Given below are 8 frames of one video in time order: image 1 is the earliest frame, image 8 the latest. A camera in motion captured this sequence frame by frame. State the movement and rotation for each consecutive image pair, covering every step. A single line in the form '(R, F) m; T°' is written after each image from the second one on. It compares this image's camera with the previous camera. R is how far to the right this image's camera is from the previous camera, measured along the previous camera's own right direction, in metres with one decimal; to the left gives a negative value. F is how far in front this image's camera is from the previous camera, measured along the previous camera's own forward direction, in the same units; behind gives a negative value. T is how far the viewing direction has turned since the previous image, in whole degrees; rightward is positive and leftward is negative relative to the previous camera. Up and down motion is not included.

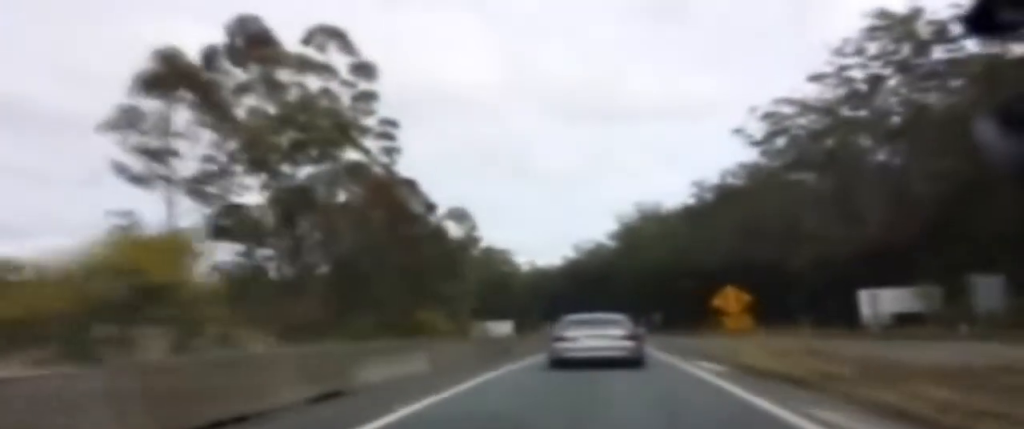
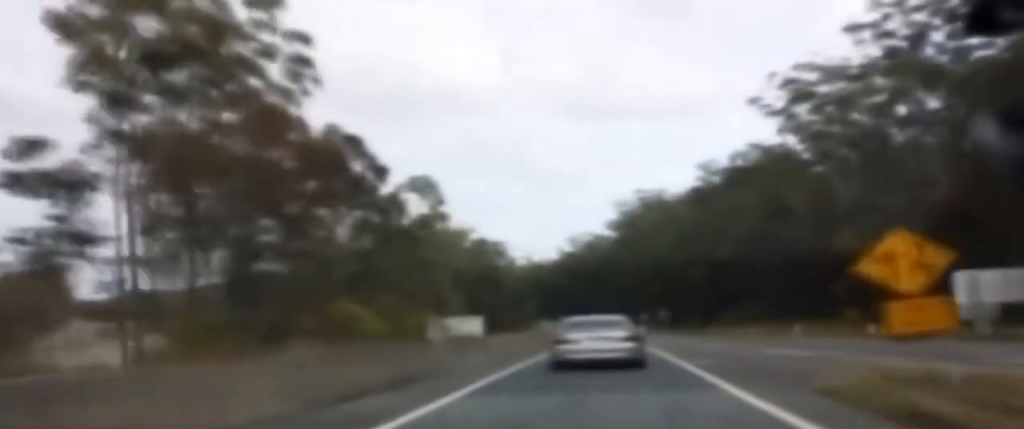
(-0.1, +14.8) m; 0°
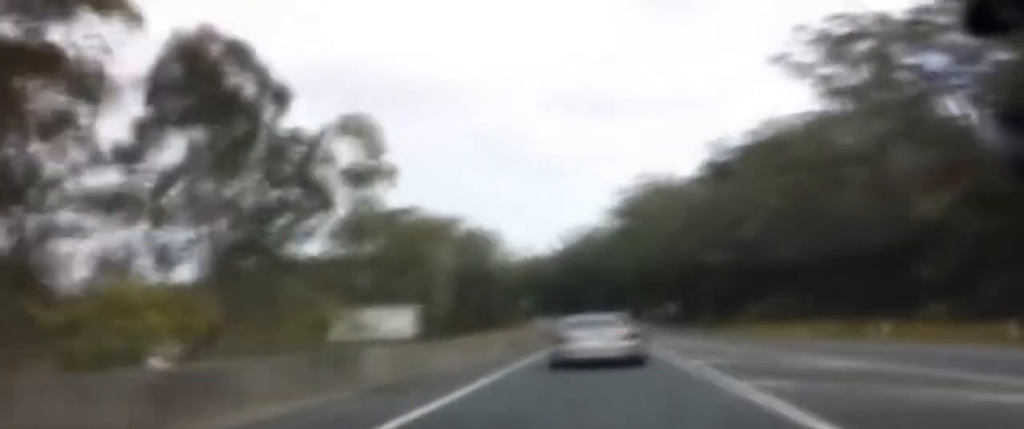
(+0.1, +16.5) m; 0°
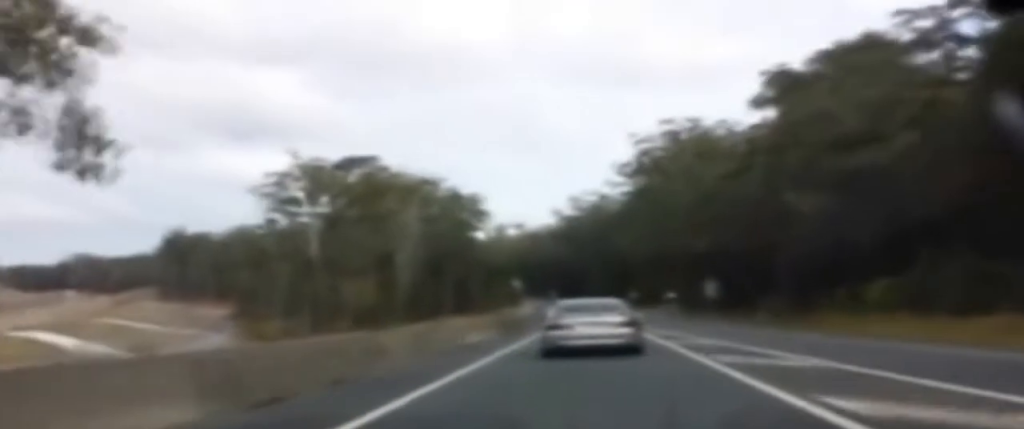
(-0.4, +28.5) m; -2°
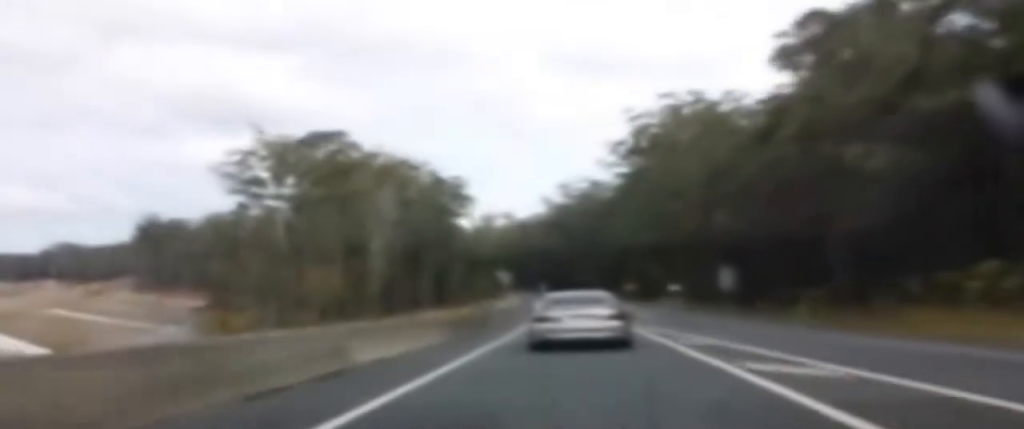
(0.0, +12.1) m; -1°
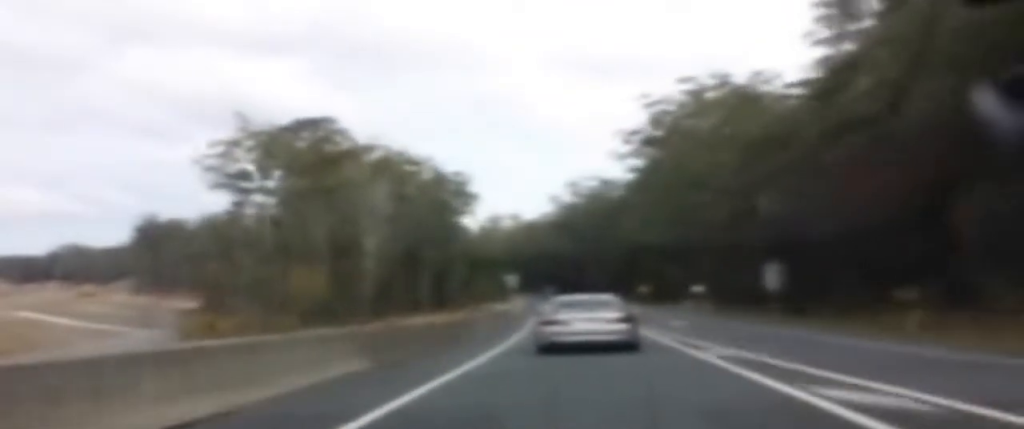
(-0.3, +12.1) m; 0°
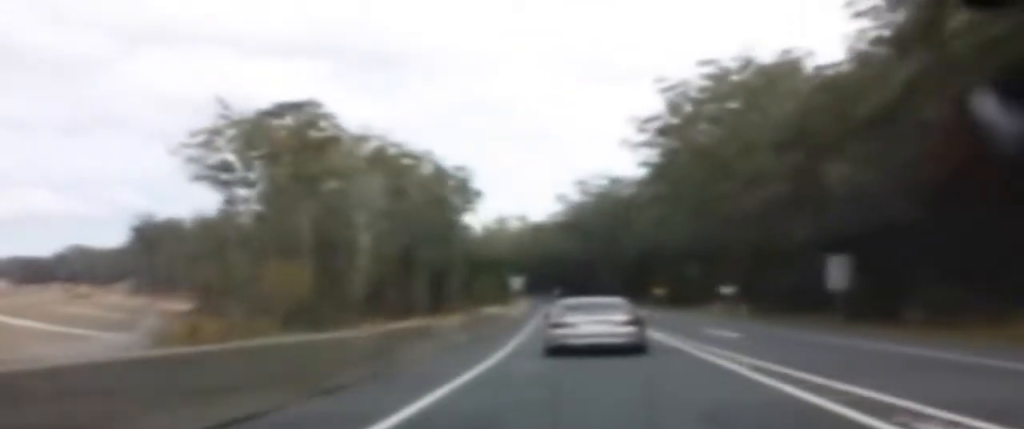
(+0.2, +11.0) m; 0°
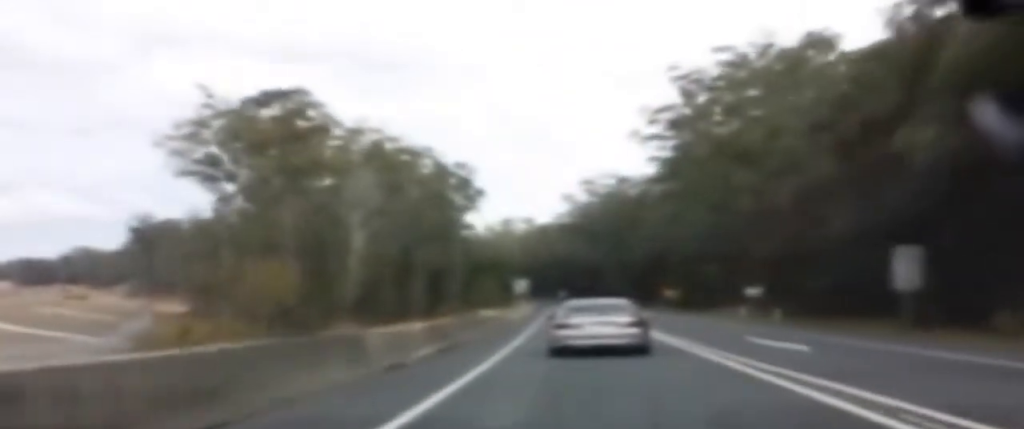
(+0.1, +7.7) m; 0°
